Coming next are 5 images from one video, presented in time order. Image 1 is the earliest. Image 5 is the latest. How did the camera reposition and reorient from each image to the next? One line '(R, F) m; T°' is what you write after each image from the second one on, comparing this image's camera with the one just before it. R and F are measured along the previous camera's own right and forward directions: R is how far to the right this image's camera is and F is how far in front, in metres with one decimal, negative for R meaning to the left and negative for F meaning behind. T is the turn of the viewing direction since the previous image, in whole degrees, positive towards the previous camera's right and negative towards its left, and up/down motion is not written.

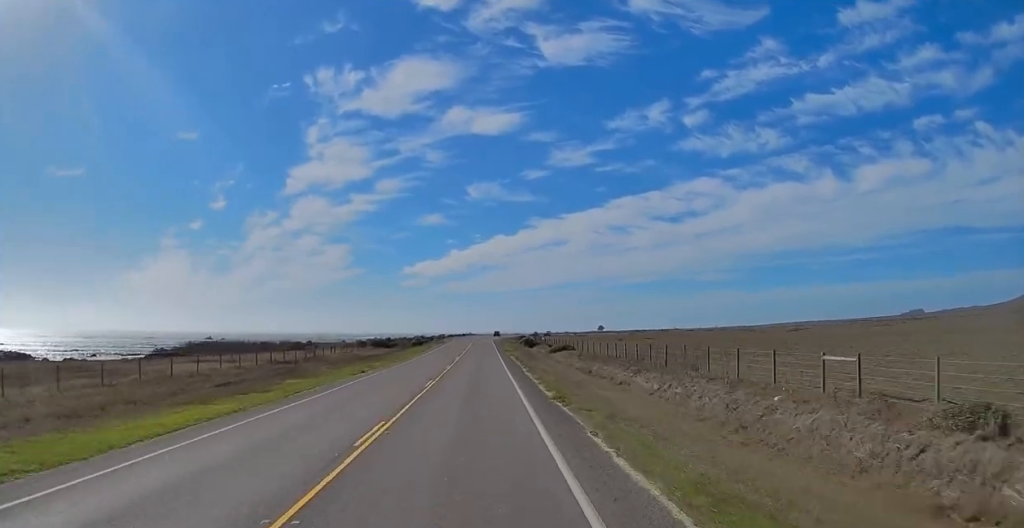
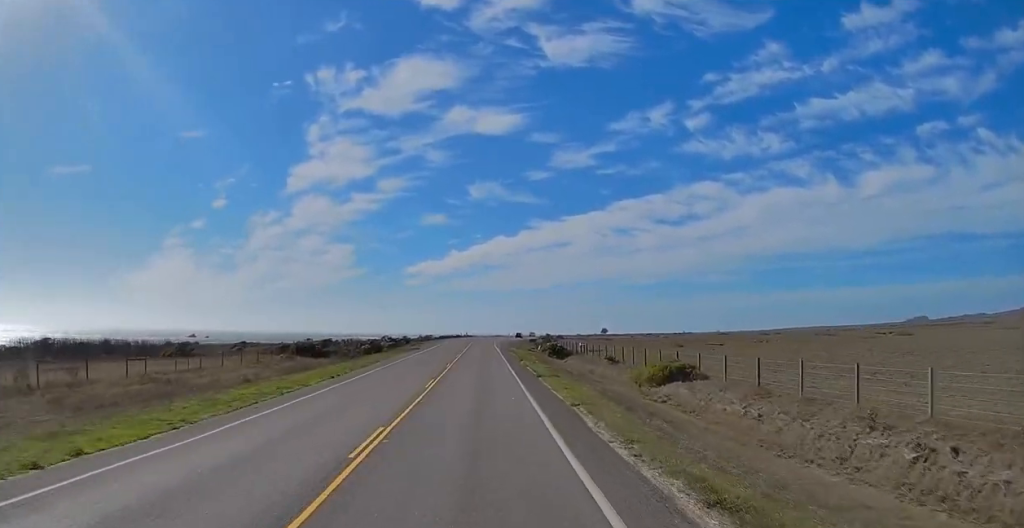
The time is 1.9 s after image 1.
(-0.3, +47.2) m; 0°
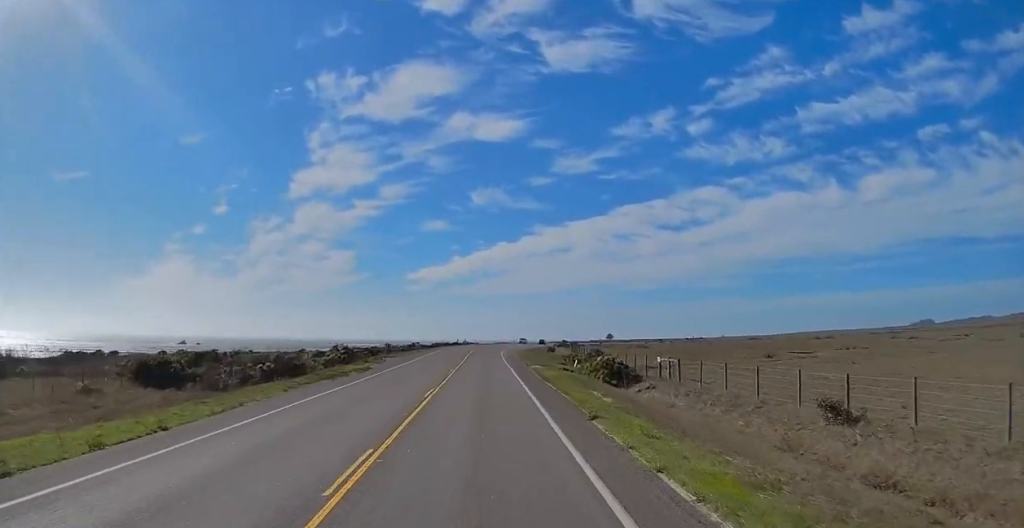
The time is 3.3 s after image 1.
(+0.1, +31.1) m; 0°
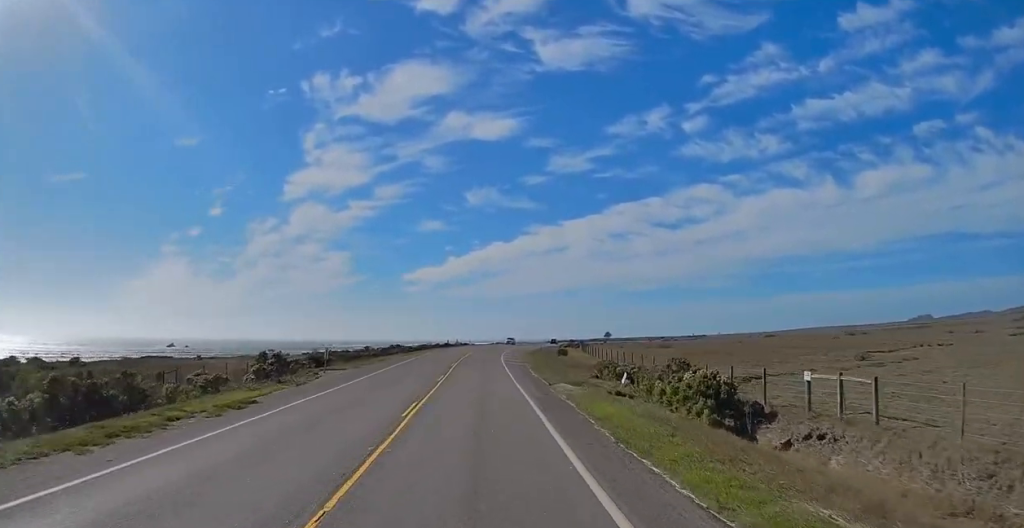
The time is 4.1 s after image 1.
(+0.1, +19.5) m; 0°
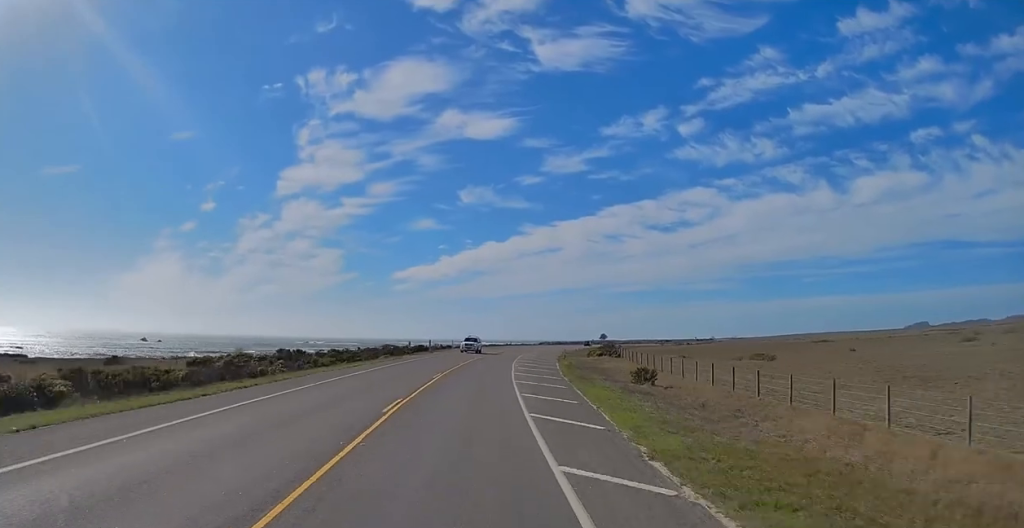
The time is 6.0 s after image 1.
(+0.2, +46.2) m; +1°
